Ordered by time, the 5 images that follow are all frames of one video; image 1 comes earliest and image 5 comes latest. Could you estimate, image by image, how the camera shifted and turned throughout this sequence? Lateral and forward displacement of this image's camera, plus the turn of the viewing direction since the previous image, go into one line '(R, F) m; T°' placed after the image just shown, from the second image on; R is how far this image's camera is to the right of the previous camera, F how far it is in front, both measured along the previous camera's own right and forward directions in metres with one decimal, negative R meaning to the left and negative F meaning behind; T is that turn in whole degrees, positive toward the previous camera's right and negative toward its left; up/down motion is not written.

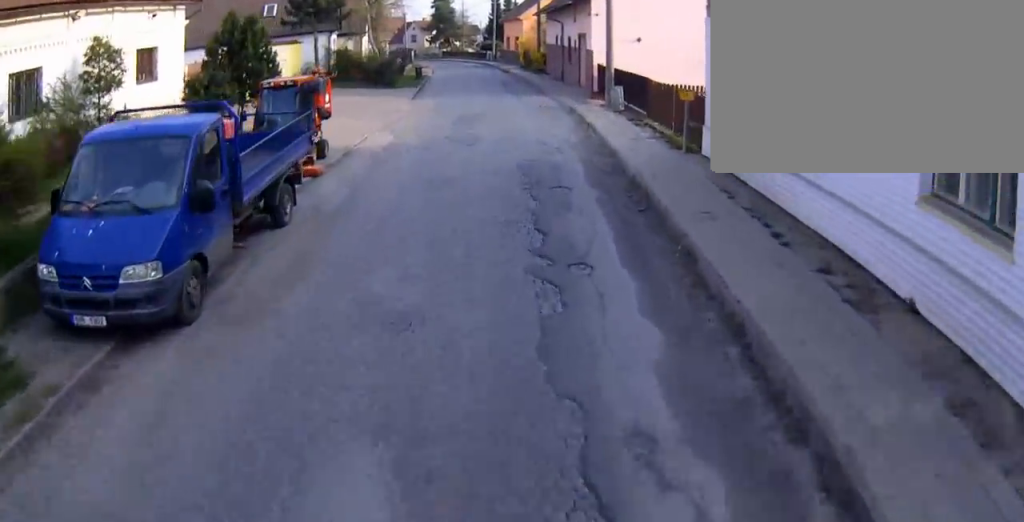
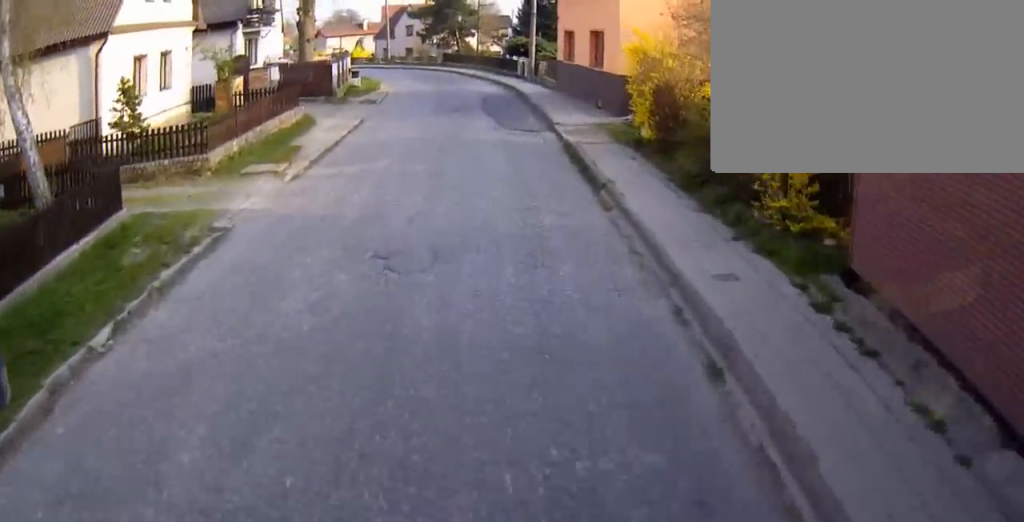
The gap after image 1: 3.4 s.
(-1.3, +45.7) m; -8°
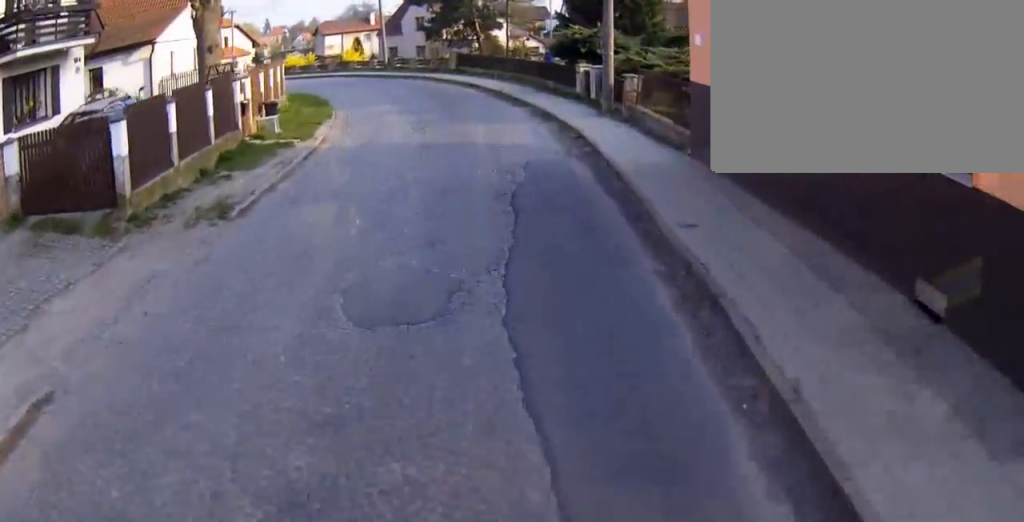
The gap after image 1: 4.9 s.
(-0.8, +20.1) m; -7°
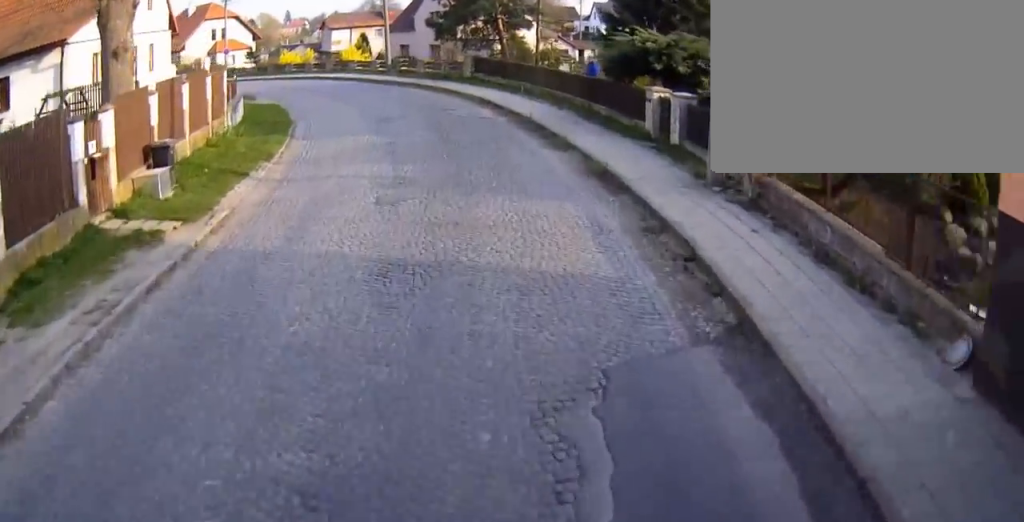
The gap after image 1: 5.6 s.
(-0.6, +9.0) m; -3°
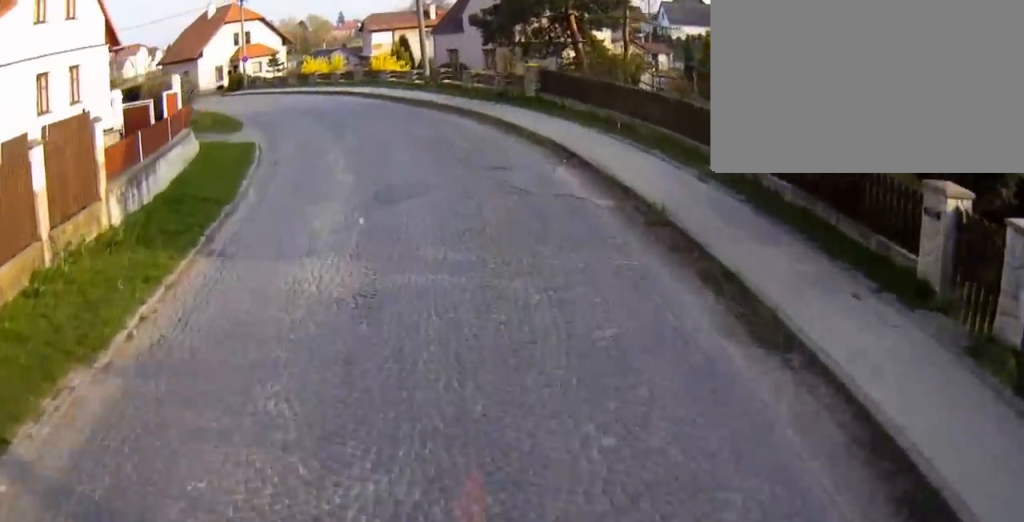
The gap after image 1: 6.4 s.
(-0.3, +10.2) m; -4°
